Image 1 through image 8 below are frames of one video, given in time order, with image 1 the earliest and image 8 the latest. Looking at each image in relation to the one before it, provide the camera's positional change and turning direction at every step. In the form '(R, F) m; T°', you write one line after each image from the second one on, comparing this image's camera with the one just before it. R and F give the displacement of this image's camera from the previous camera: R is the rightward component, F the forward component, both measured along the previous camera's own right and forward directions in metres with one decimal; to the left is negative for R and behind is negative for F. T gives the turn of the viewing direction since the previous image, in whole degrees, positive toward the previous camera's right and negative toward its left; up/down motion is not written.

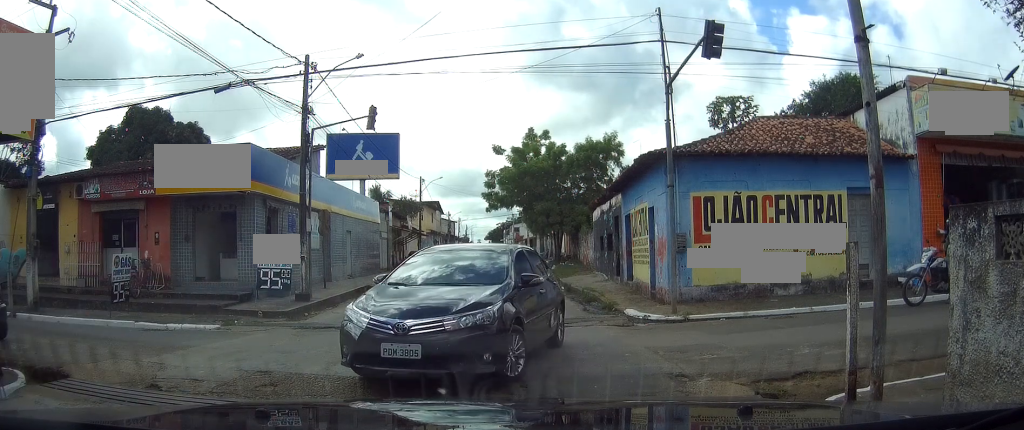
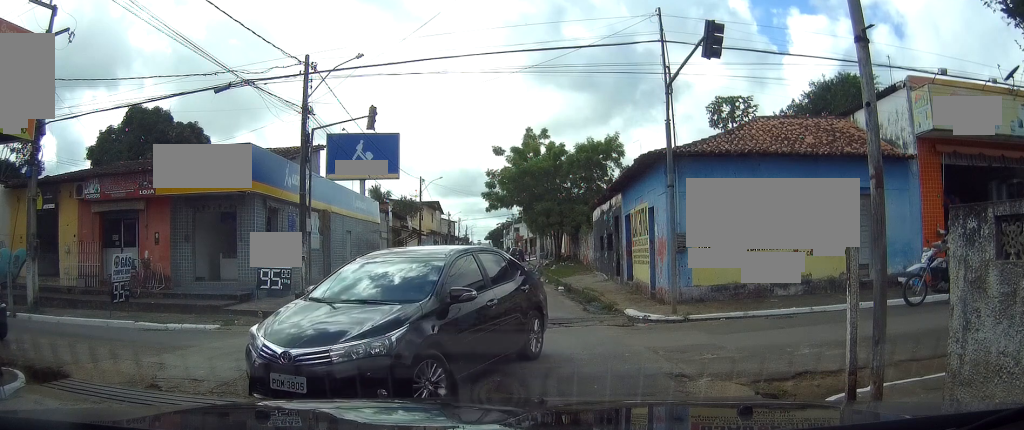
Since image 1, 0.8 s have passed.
(0.0, 0.0) m; 0°
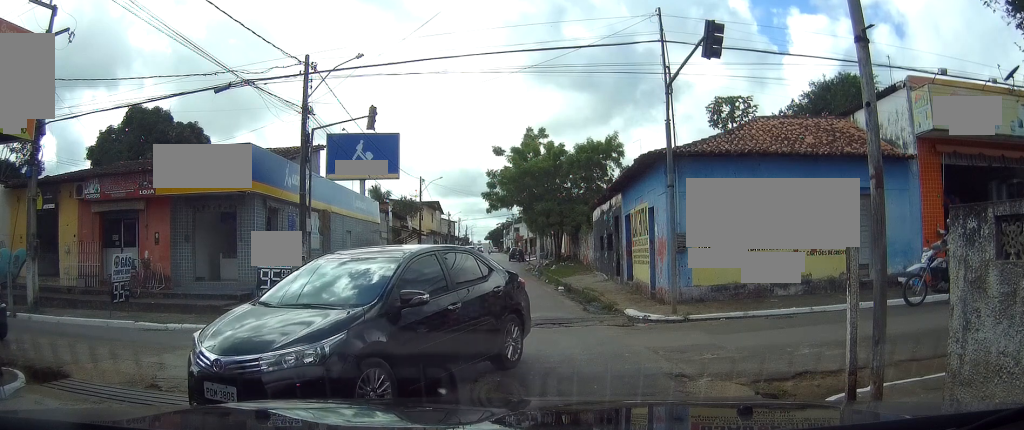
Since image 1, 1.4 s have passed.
(0.0, 0.0) m; 0°
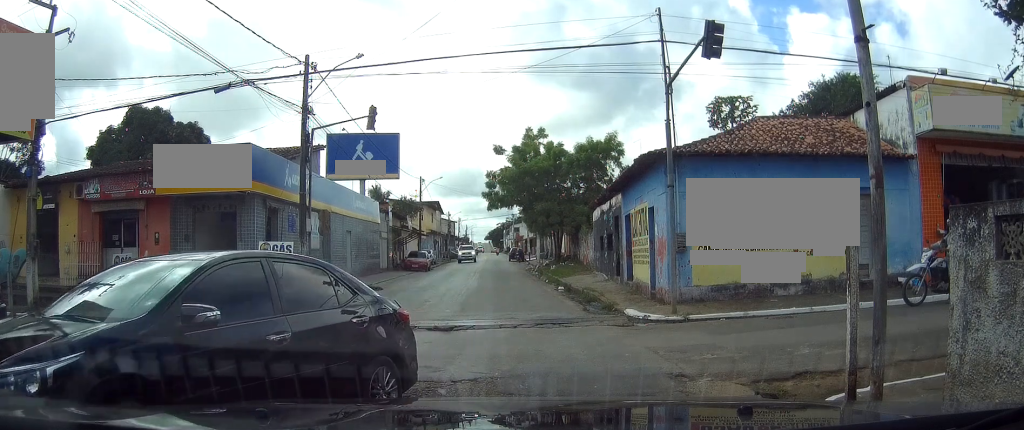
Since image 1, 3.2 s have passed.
(0.0, 0.0) m; 0°
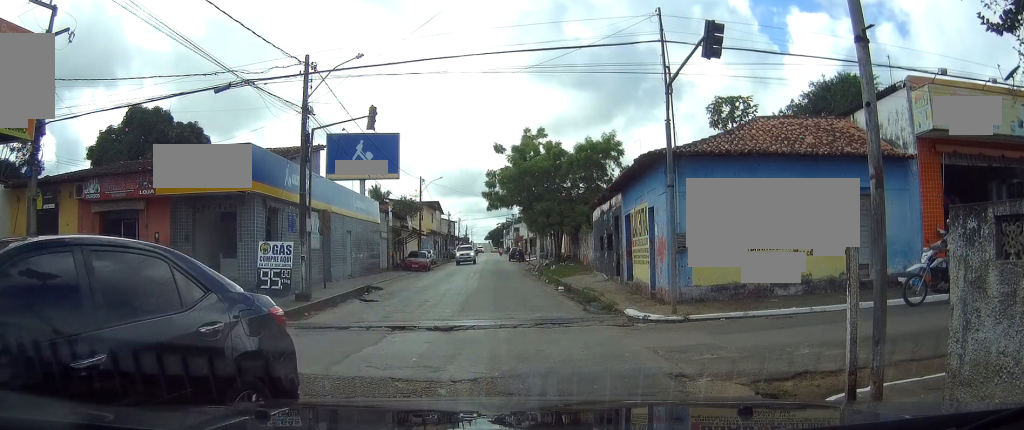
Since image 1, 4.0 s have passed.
(0.0, 0.0) m; 0°
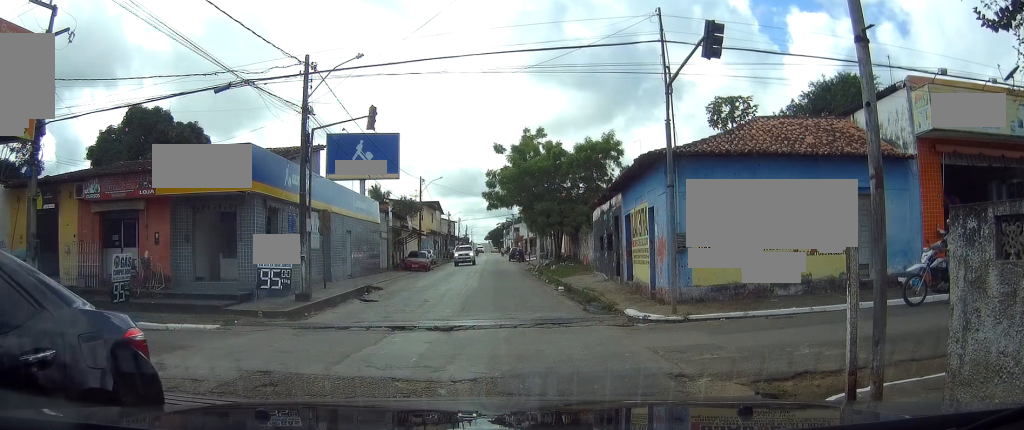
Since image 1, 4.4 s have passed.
(0.0, 0.0) m; 0°
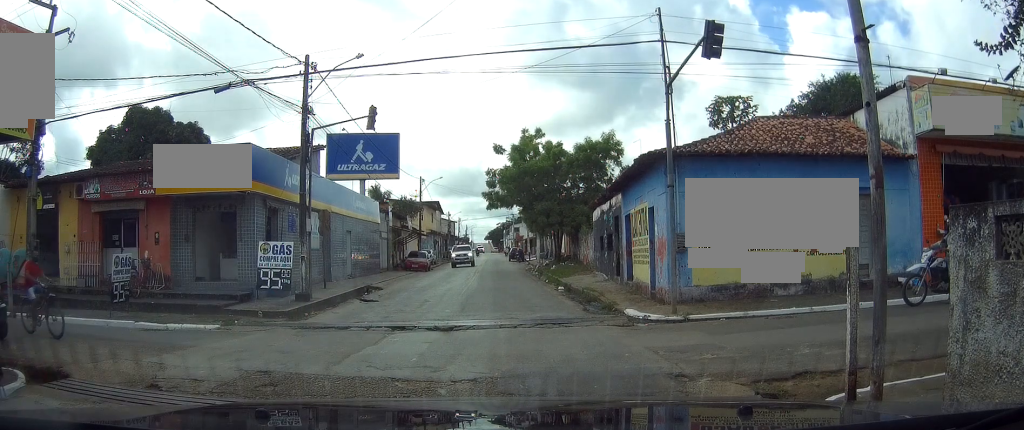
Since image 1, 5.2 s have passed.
(0.0, 0.0) m; 0°
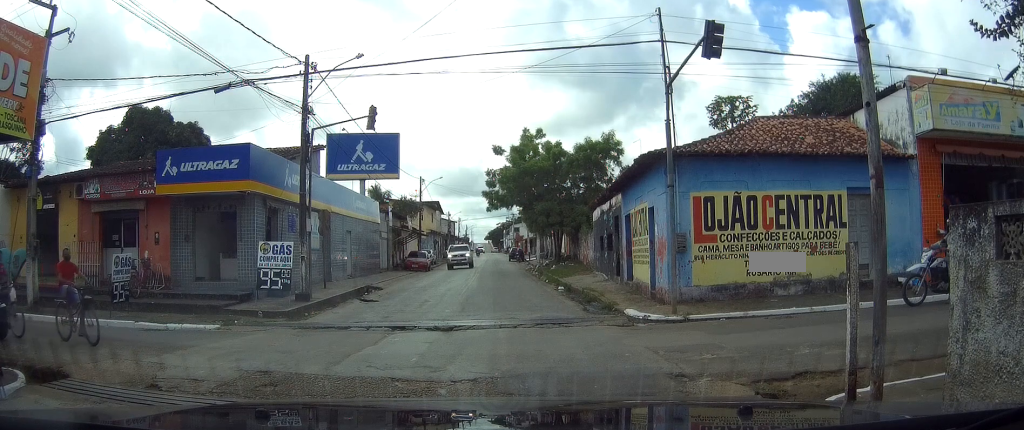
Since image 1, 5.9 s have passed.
(0.0, 0.0) m; 0°
